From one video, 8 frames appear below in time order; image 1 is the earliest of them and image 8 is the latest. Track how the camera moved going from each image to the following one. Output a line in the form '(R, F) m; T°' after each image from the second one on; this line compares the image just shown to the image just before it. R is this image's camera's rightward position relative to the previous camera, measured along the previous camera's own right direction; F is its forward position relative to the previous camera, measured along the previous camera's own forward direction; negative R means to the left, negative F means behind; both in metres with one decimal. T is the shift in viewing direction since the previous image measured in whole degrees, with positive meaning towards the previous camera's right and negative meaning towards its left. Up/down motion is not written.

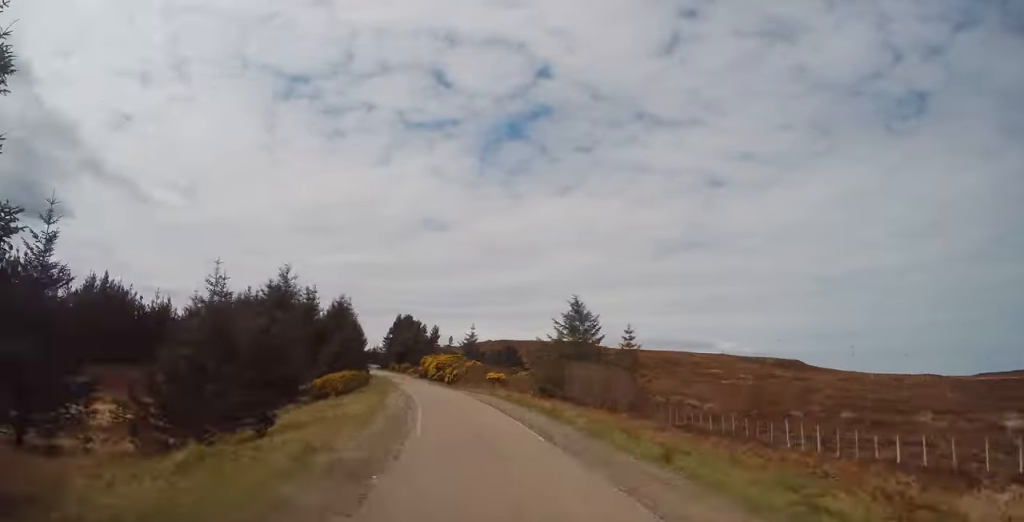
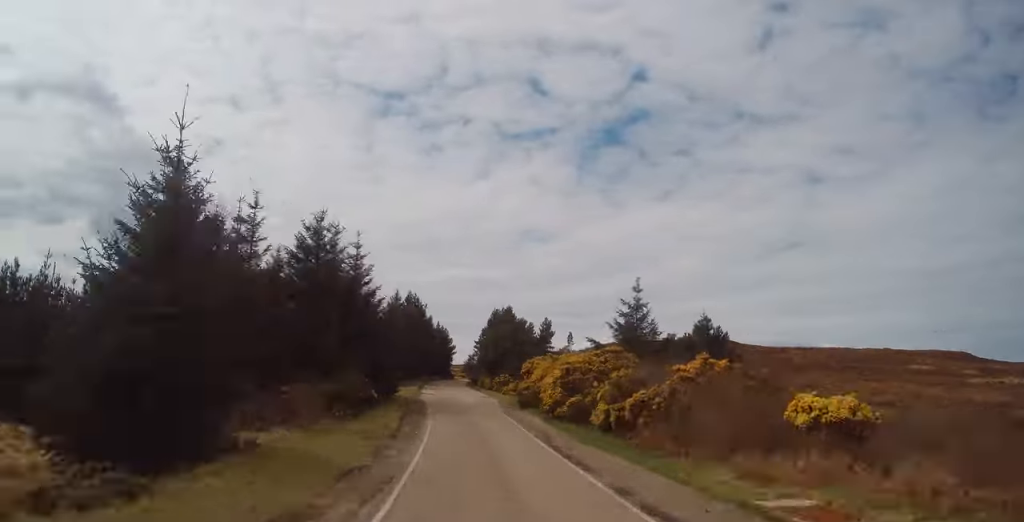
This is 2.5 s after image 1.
(-1.9, +39.6) m; -1°
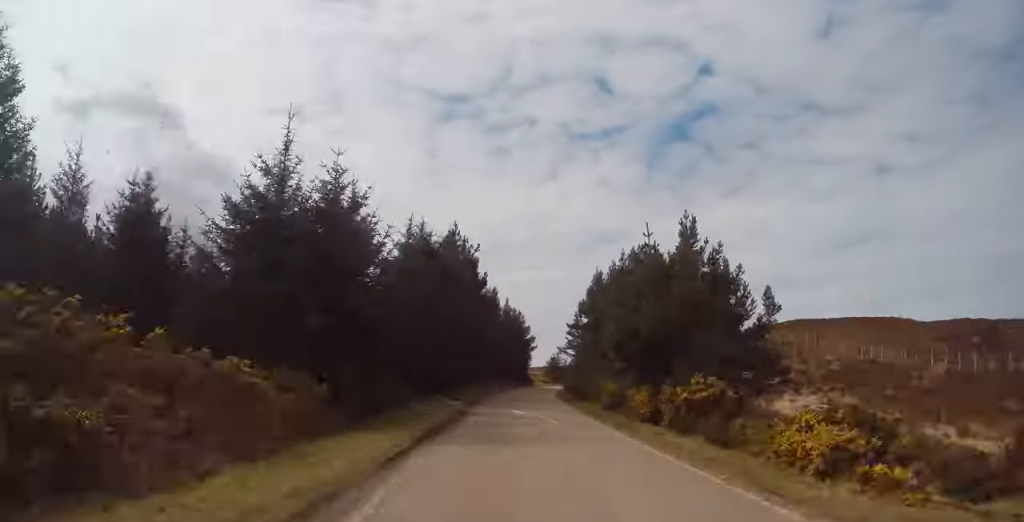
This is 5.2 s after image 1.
(-3.7, +42.0) m; +2°
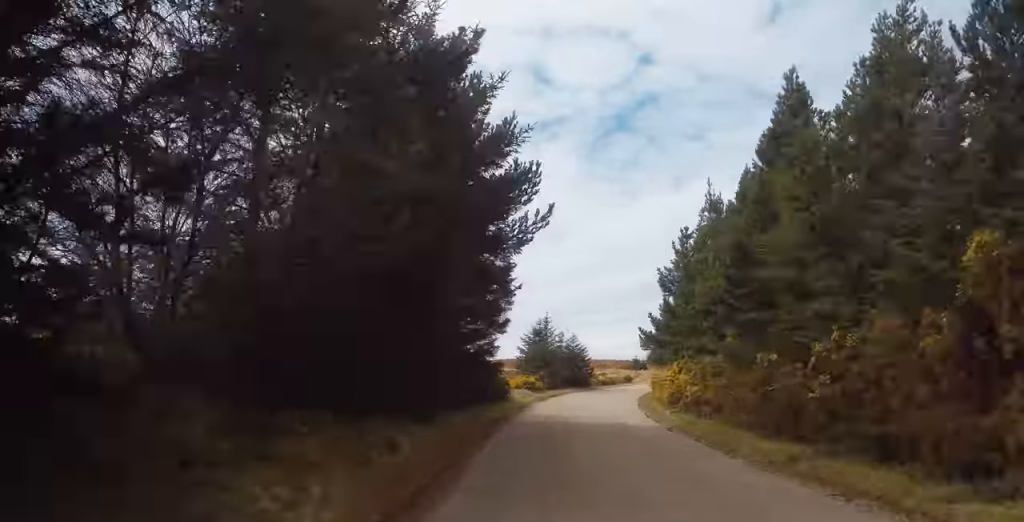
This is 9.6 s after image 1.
(+8.9, +70.2) m; +9°
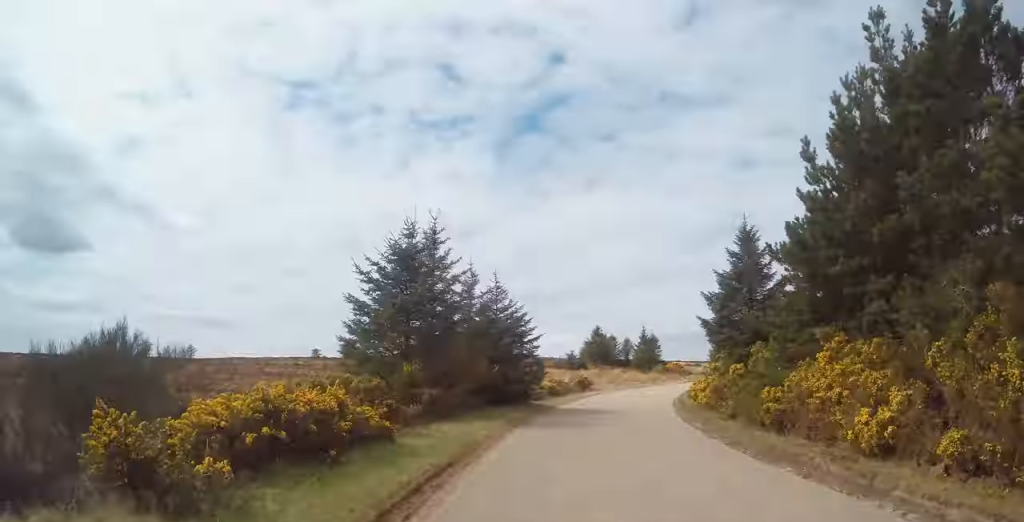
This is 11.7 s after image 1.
(-0.5, +34.7) m; +7°
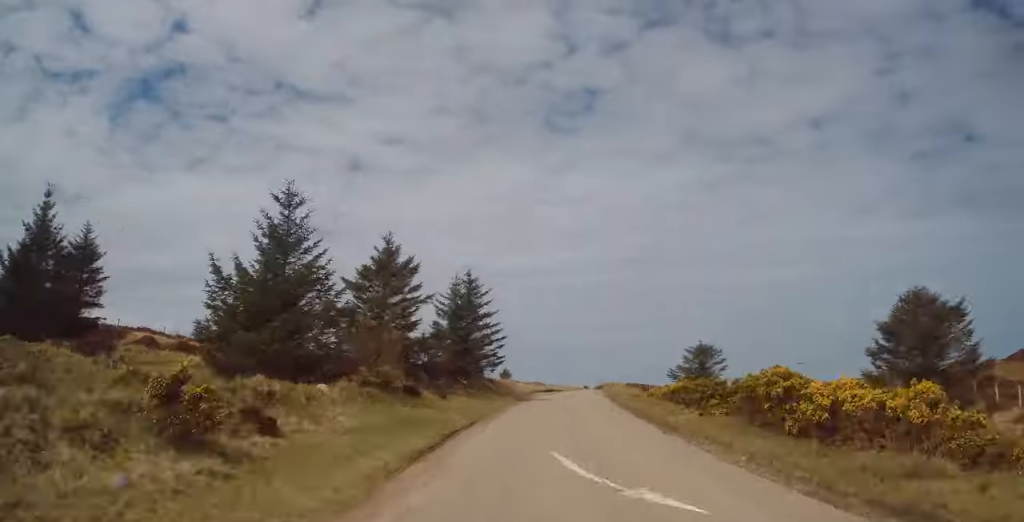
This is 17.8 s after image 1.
(+18.4, +96.0) m; +19°
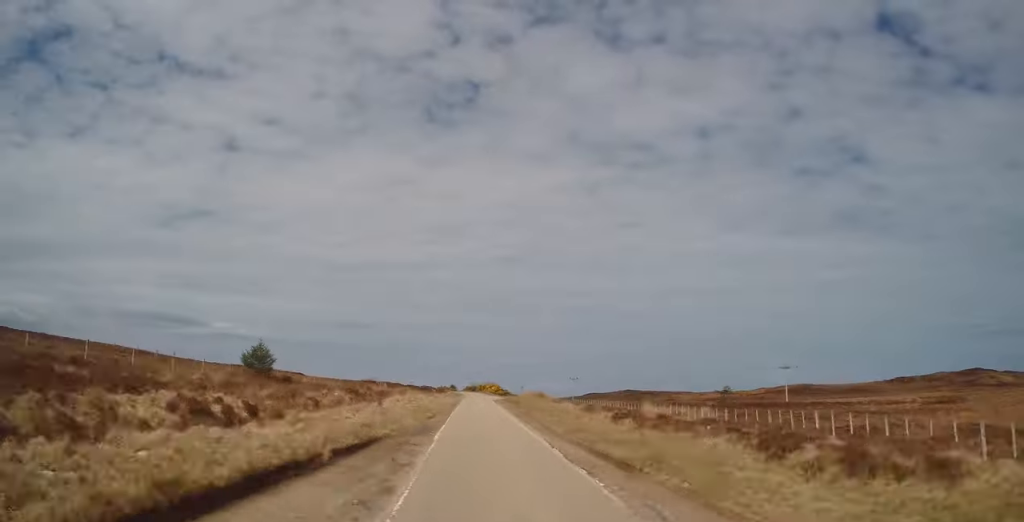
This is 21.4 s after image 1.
(-1.5, +59.2) m; +16°
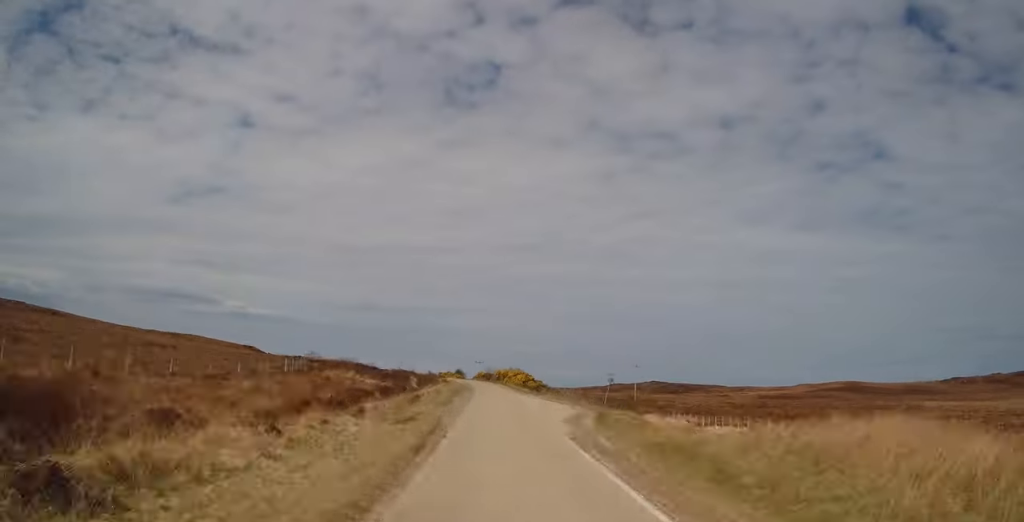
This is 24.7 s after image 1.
(+17.6, +45.3) m; +7°
